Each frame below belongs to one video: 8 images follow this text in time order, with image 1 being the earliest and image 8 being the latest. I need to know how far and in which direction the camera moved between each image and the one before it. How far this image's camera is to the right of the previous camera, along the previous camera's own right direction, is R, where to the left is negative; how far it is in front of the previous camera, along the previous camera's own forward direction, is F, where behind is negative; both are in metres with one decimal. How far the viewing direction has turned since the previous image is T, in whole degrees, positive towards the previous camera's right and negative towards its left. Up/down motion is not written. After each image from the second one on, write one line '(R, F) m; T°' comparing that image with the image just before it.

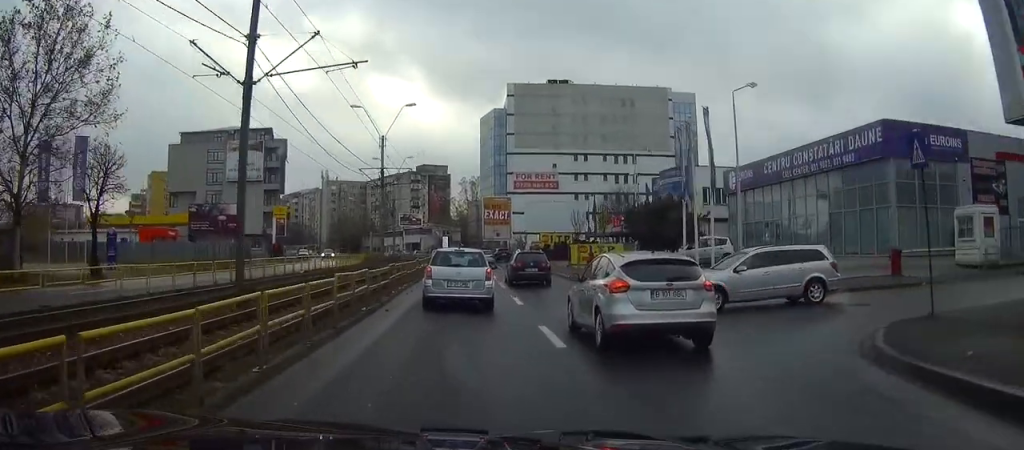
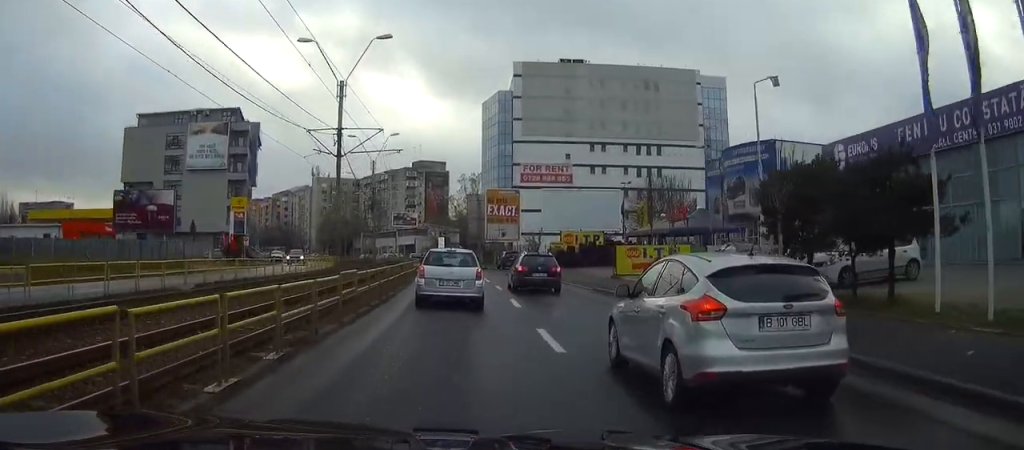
(+0.1, +17.0) m; 0°
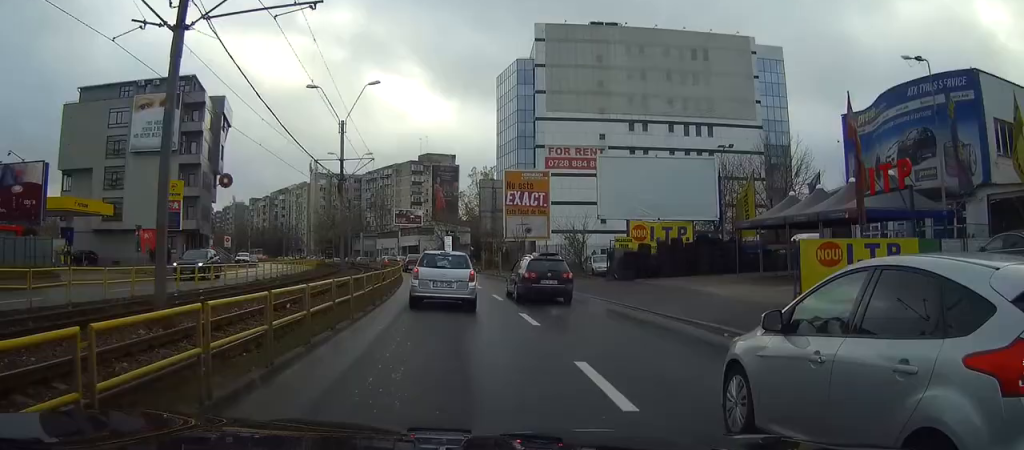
(-0.3, +20.5) m; -1°
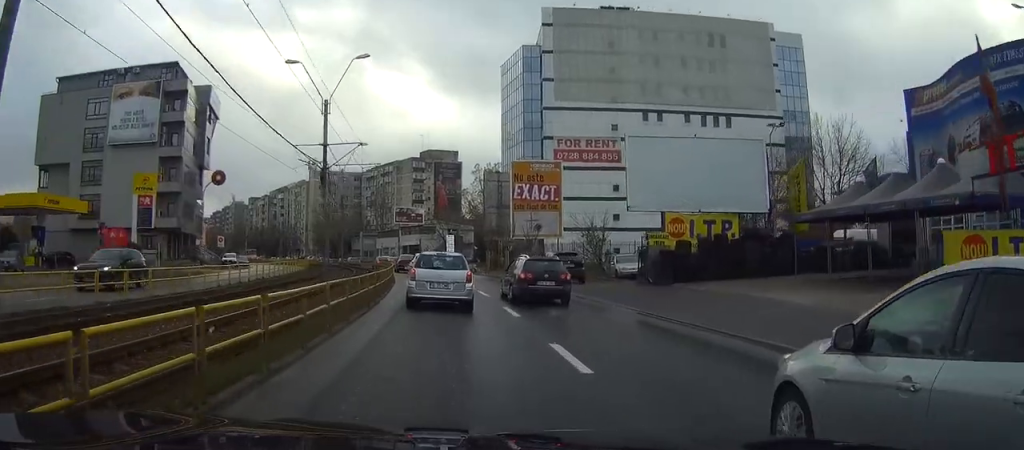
(0.0, +6.0) m; 0°
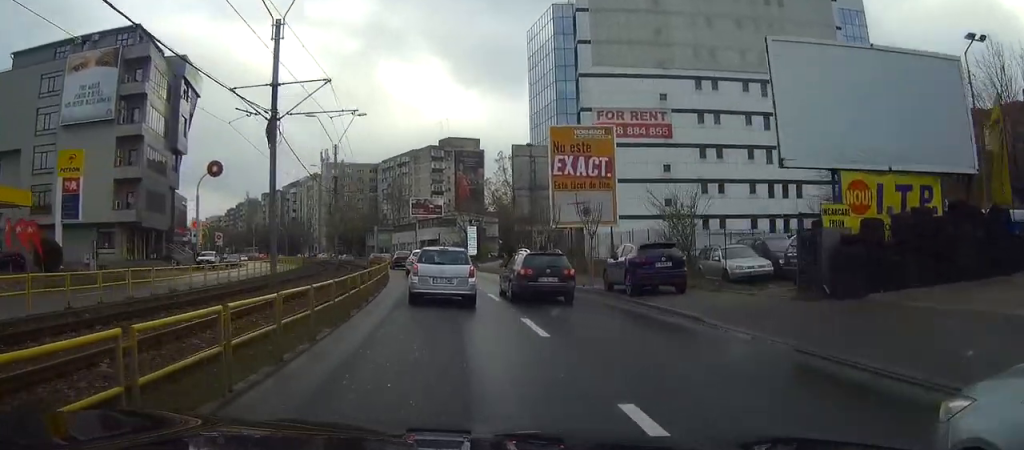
(0.0, +13.6) m; -1°
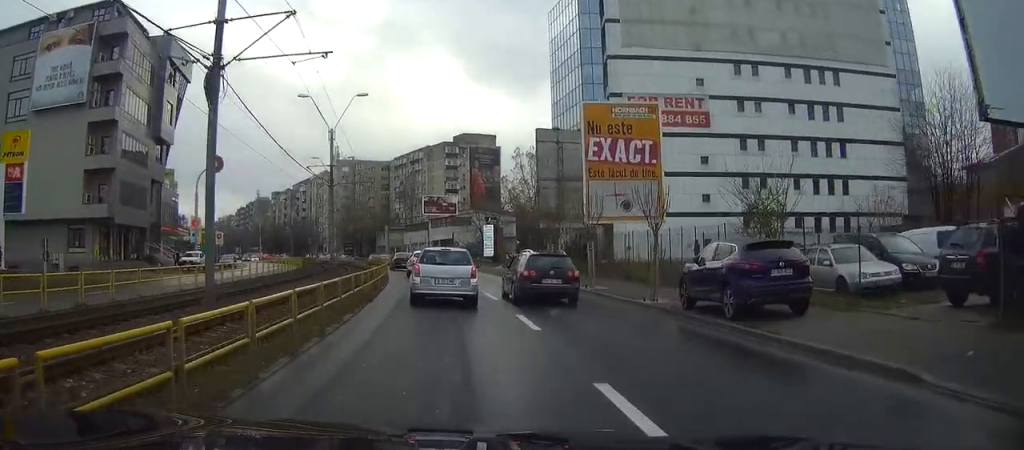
(-0.1, +7.4) m; -1°
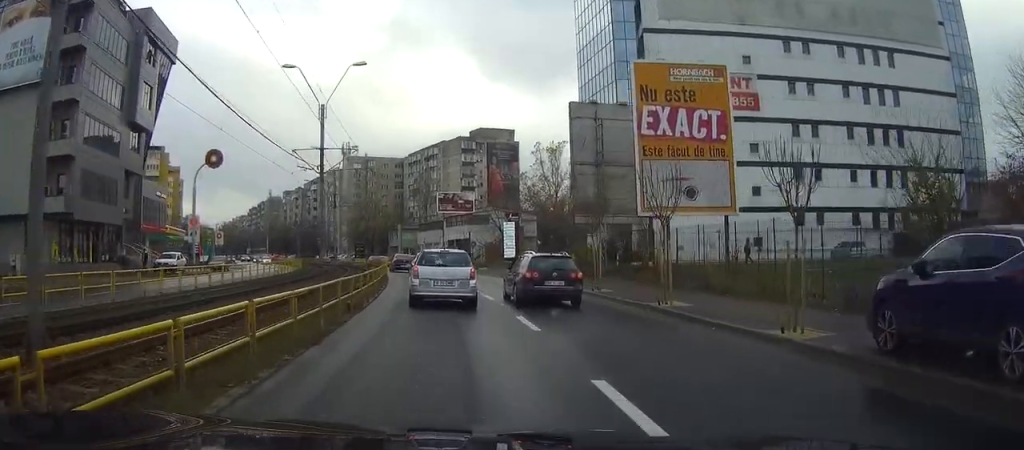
(-0.1, +8.3) m; -1°
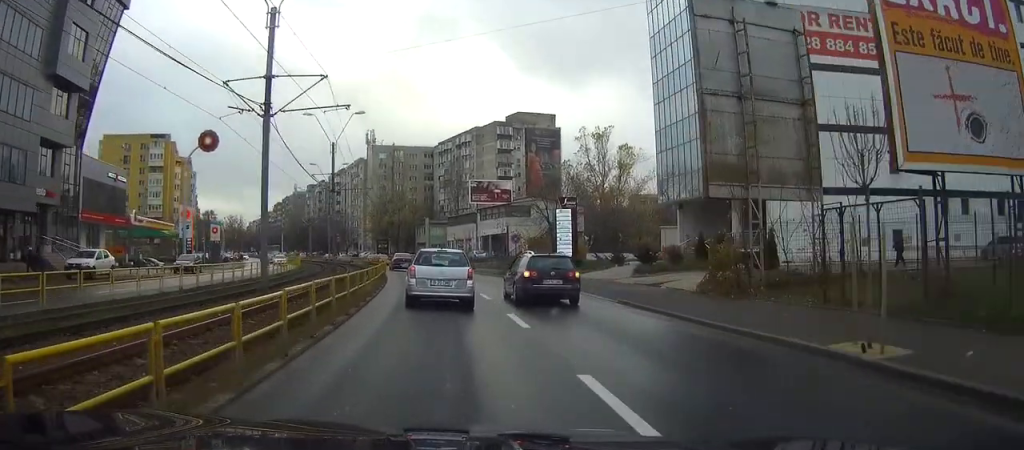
(-0.4, +16.5) m; -3°
